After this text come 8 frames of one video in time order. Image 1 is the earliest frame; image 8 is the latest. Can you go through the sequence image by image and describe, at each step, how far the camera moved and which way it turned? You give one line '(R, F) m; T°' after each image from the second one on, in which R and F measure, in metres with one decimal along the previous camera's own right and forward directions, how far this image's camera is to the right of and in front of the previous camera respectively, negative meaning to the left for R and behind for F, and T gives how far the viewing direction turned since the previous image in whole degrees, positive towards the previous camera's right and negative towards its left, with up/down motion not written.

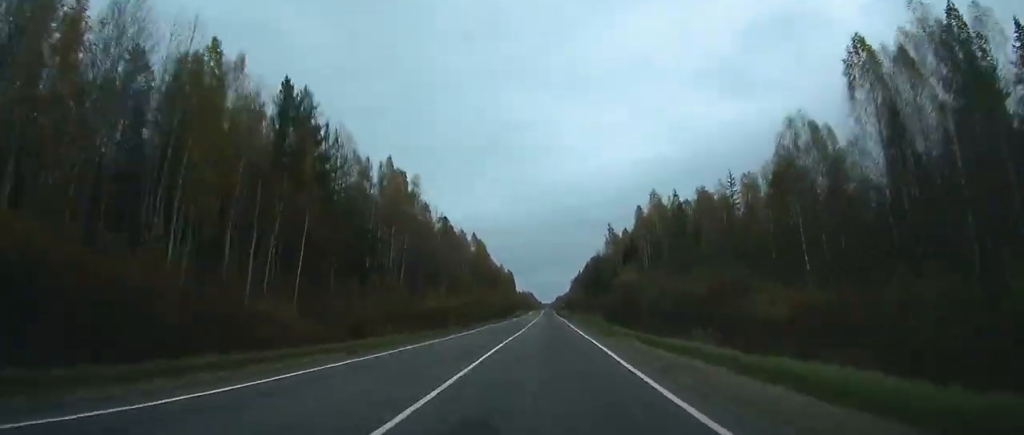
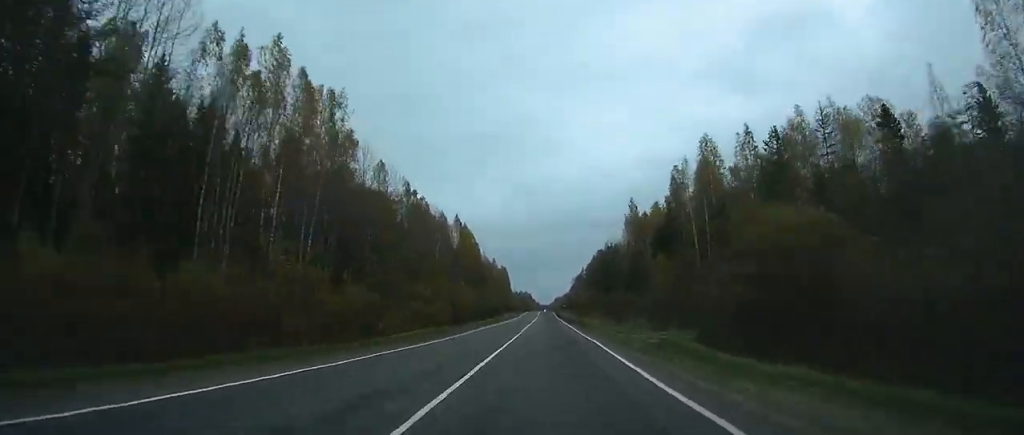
(0.0, +40.0) m; 0°
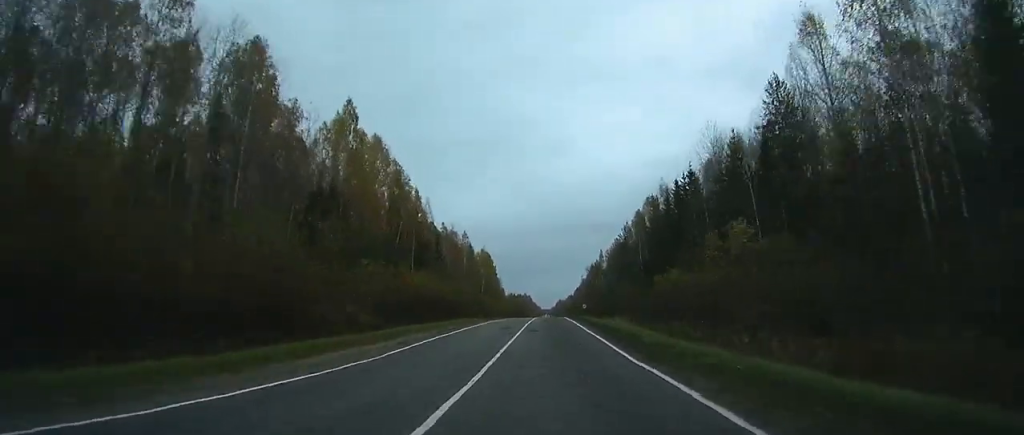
(+3.1, +92.9) m; +3°
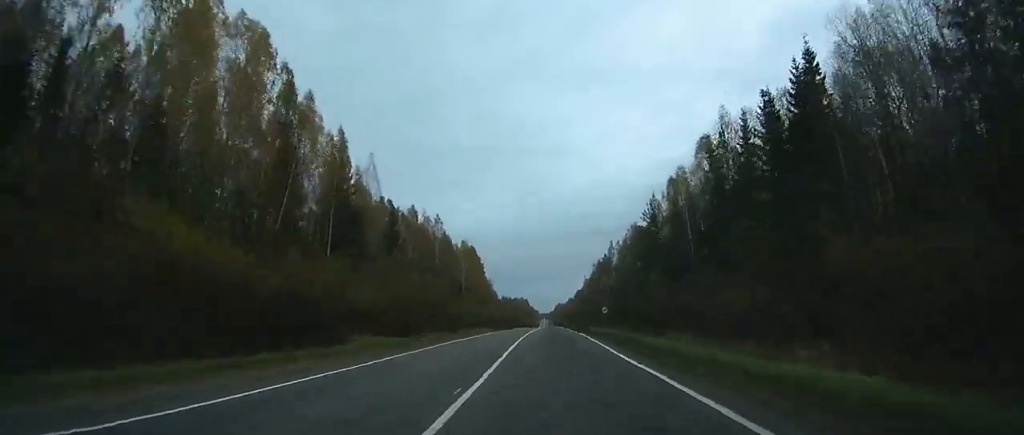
(+2.1, +37.6) m; -3°
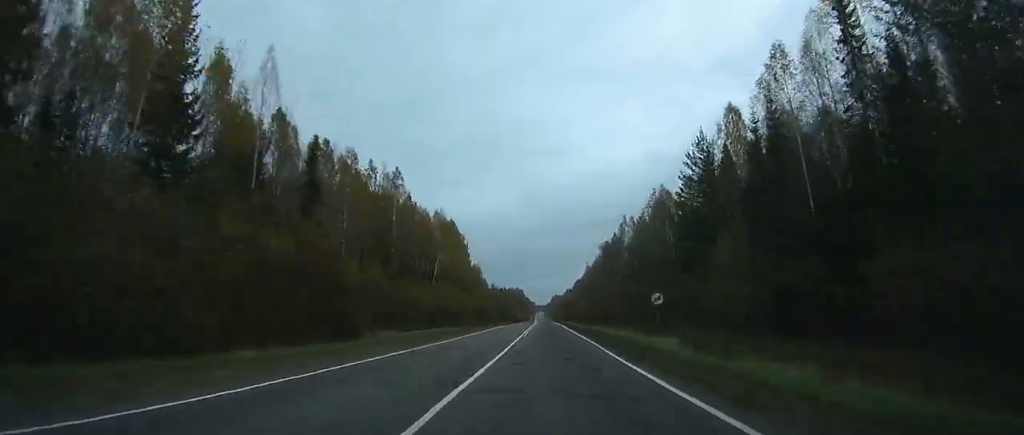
(-4.0, +35.5) m; -2°
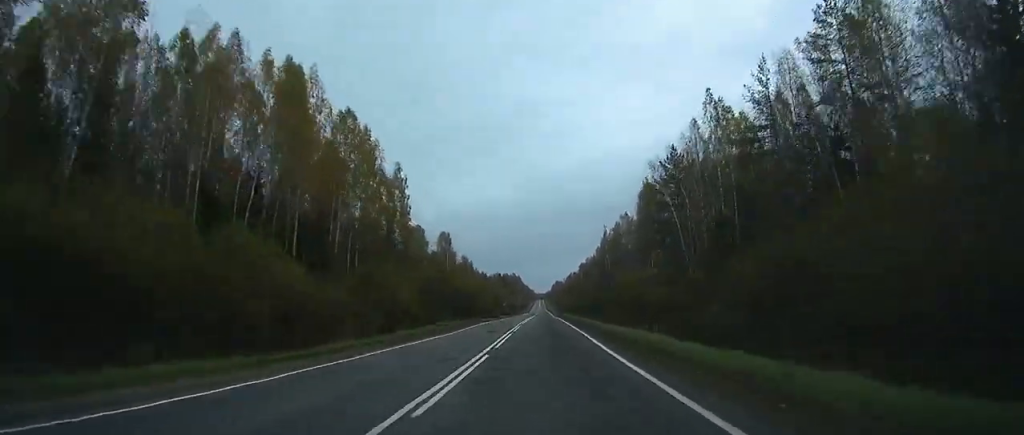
(+0.8, +78.4) m; +2°
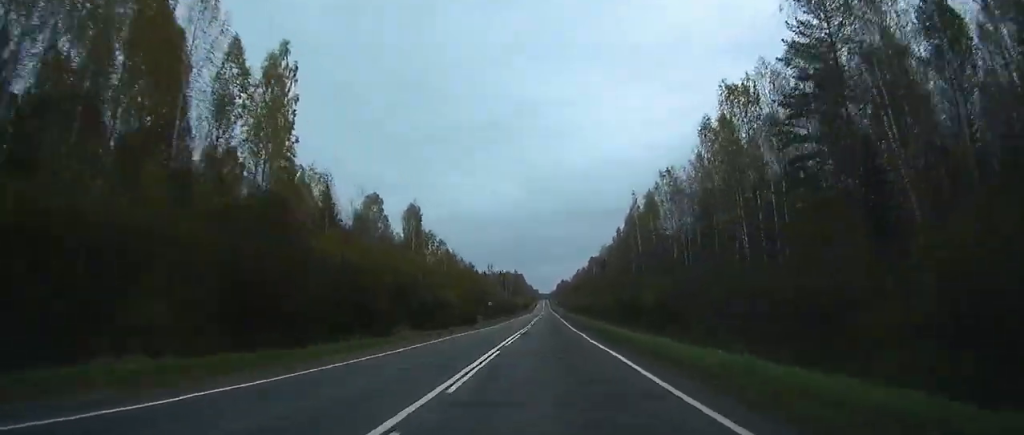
(+0.5, +46.9) m; 0°
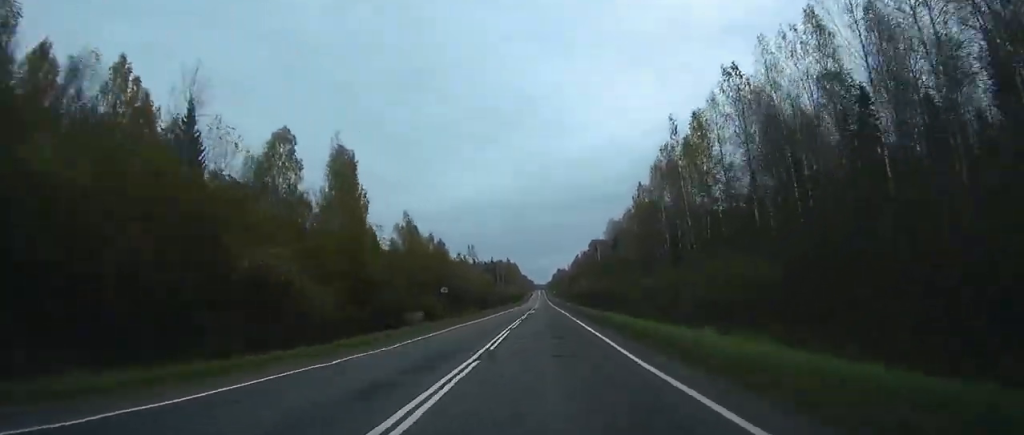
(-0.5, +39.9) m; +2°
